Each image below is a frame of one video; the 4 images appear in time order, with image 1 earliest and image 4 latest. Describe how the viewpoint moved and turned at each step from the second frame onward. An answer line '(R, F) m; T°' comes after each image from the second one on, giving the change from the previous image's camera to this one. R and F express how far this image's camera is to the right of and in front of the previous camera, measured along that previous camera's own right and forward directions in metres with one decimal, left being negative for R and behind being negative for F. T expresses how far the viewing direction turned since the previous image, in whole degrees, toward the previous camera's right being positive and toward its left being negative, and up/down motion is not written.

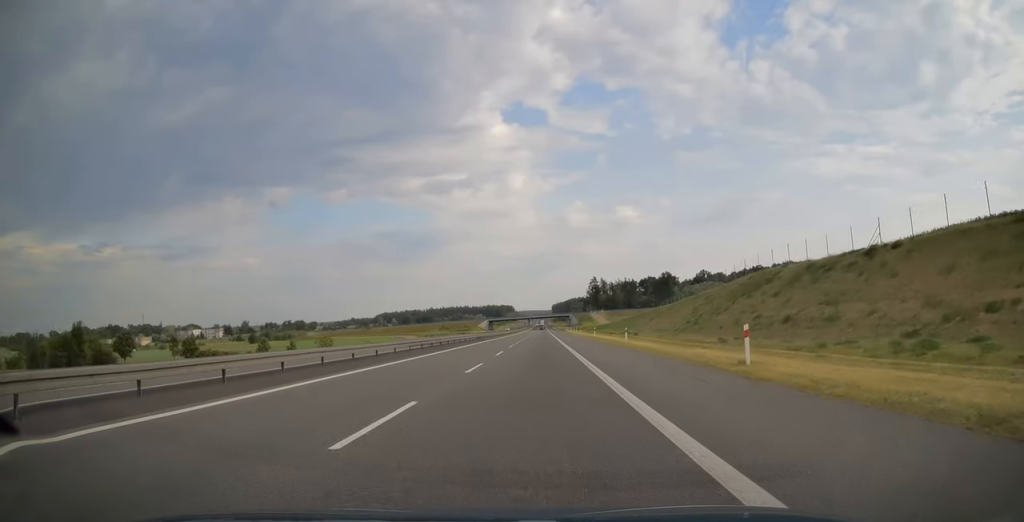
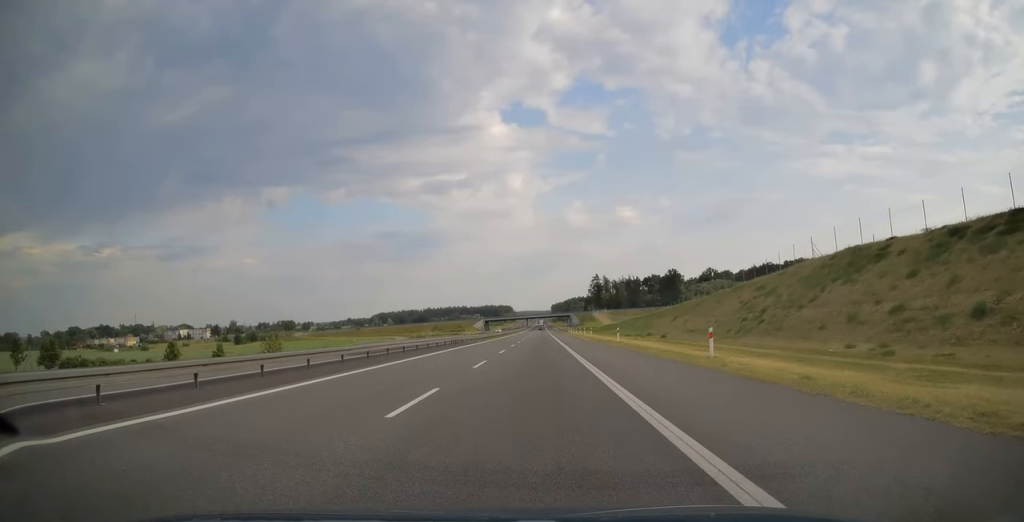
(0.0, +21.4) m; 0°
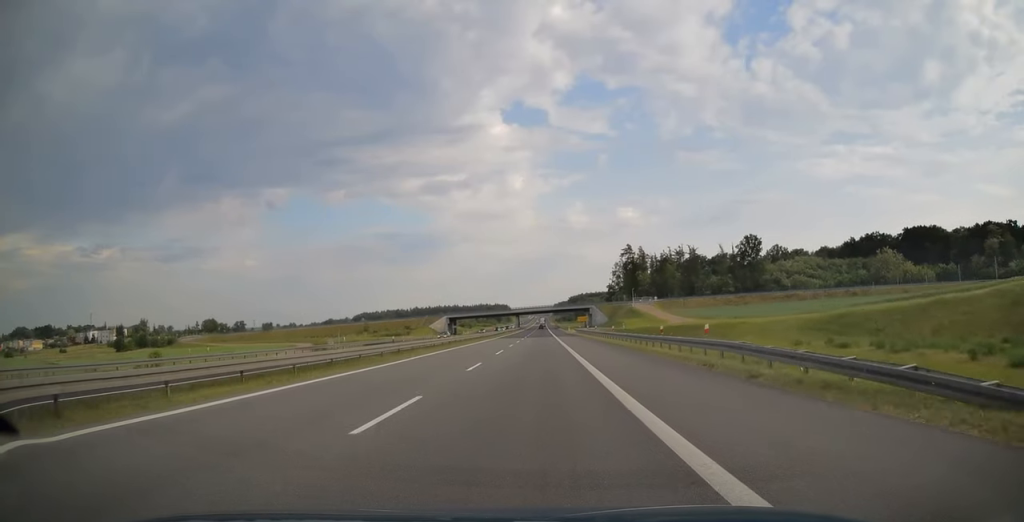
(+0.1, +133.8) m; 0°
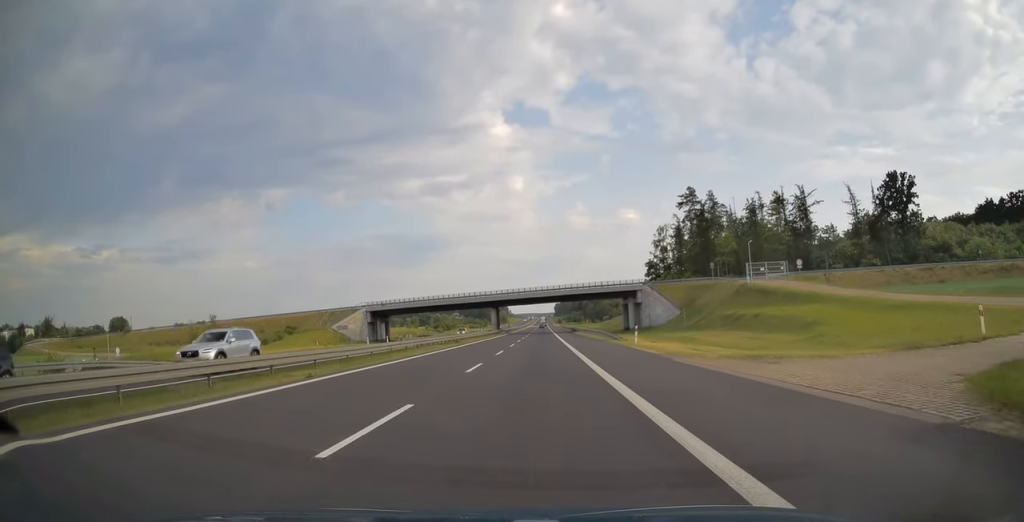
(+0.1, +98.2) m; 0°
